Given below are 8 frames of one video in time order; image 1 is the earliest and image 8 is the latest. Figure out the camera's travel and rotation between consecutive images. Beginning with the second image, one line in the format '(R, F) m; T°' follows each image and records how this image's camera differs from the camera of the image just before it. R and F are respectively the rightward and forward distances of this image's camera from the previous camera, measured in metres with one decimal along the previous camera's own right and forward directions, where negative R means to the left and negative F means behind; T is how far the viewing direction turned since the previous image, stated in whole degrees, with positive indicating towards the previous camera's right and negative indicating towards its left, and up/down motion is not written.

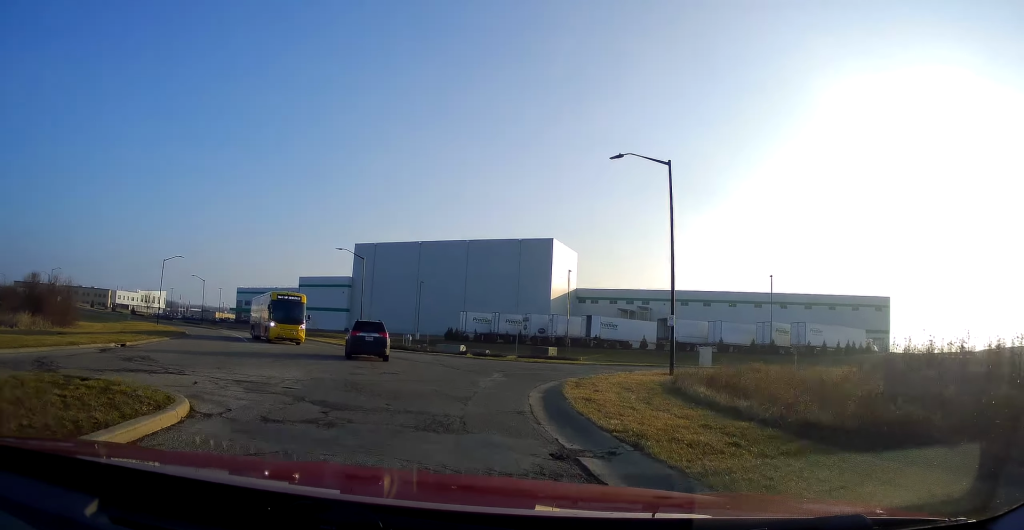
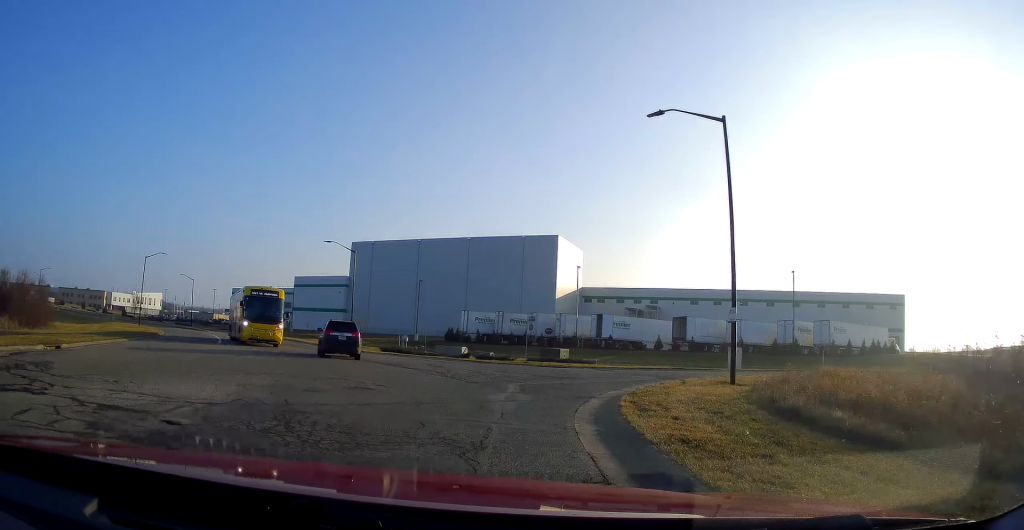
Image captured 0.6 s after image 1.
(-0.2, +5.5) m; +1°
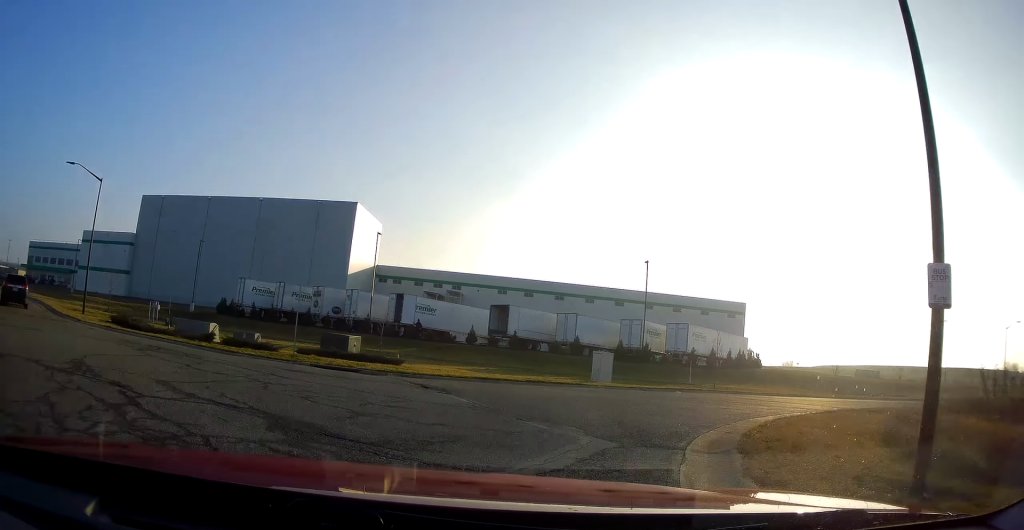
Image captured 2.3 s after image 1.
(+1.6, +14.1) m; +17°
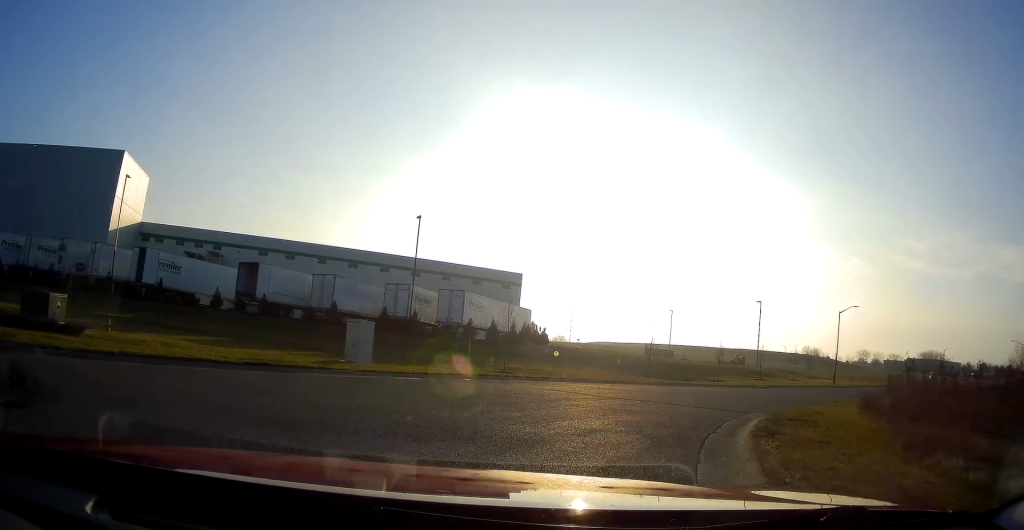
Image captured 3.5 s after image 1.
(+1.3, +8.7) m; +27°
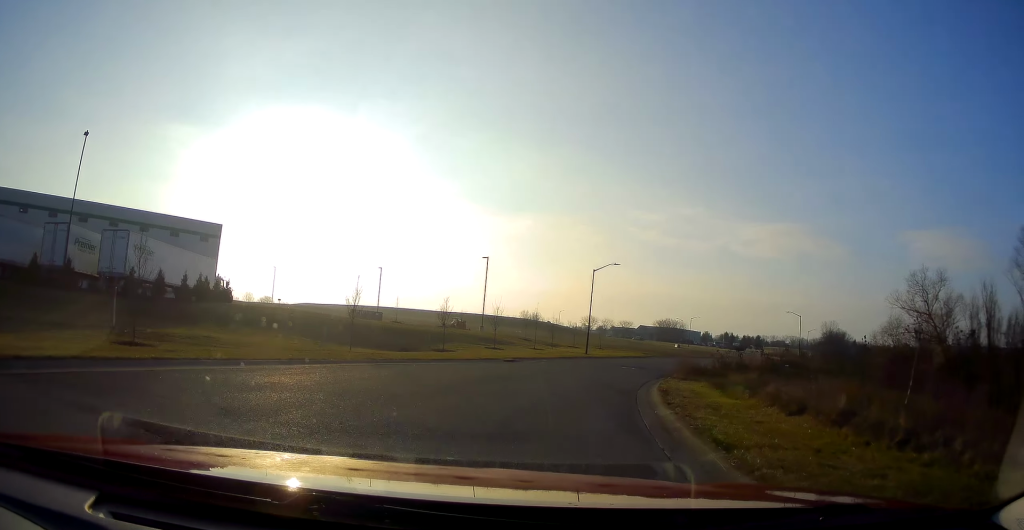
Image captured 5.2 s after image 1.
(+3.3, +12.3) m; +25°
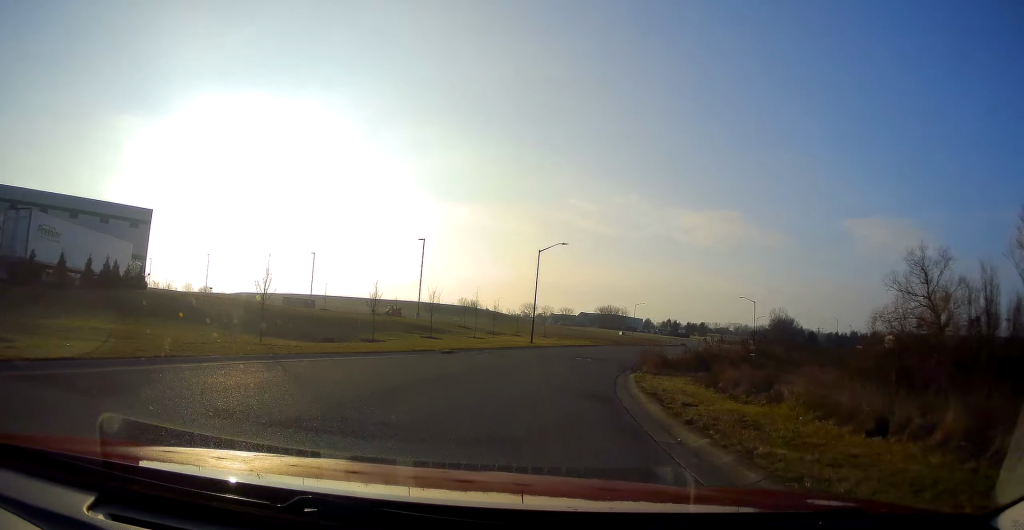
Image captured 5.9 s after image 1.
(+0.6, +5.1) m; +9°
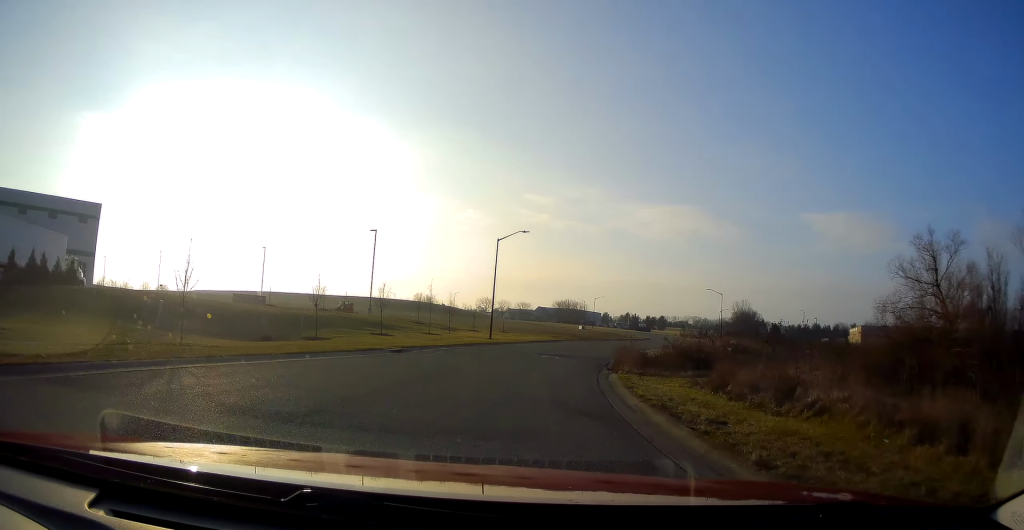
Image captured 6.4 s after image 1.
(+0.6, +4.0) m; +7°
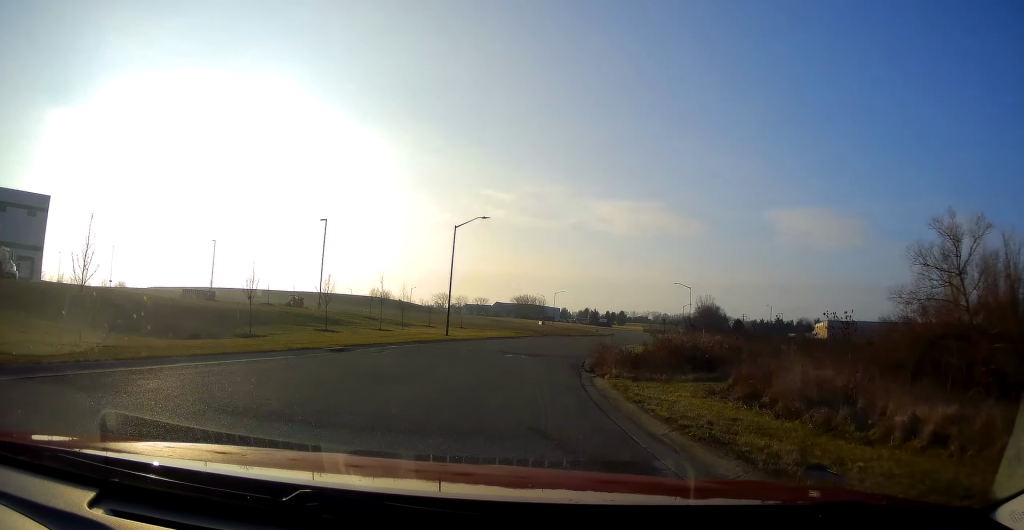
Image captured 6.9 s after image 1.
(+0.1, +4.6) m; +3°
